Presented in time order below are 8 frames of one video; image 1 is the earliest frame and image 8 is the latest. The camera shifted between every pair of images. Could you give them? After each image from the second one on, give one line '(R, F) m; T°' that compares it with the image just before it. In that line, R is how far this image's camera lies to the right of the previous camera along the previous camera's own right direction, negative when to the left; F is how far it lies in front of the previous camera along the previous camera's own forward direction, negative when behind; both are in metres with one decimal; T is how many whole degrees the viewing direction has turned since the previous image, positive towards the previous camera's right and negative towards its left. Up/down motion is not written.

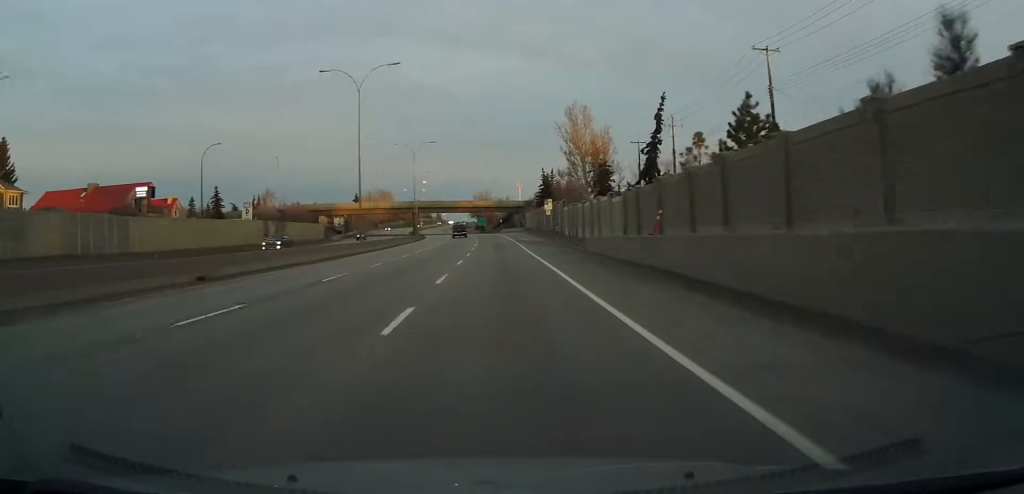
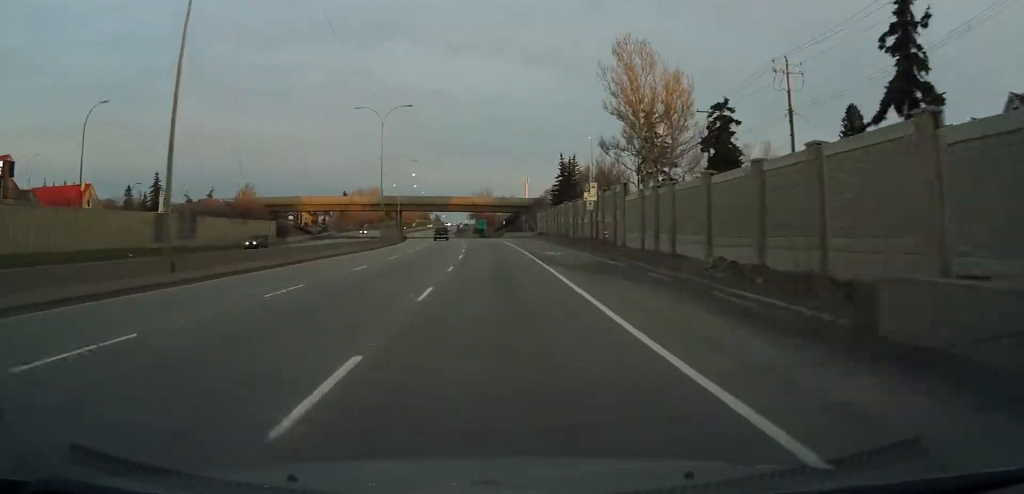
(0.0, +31.4) m; 0°
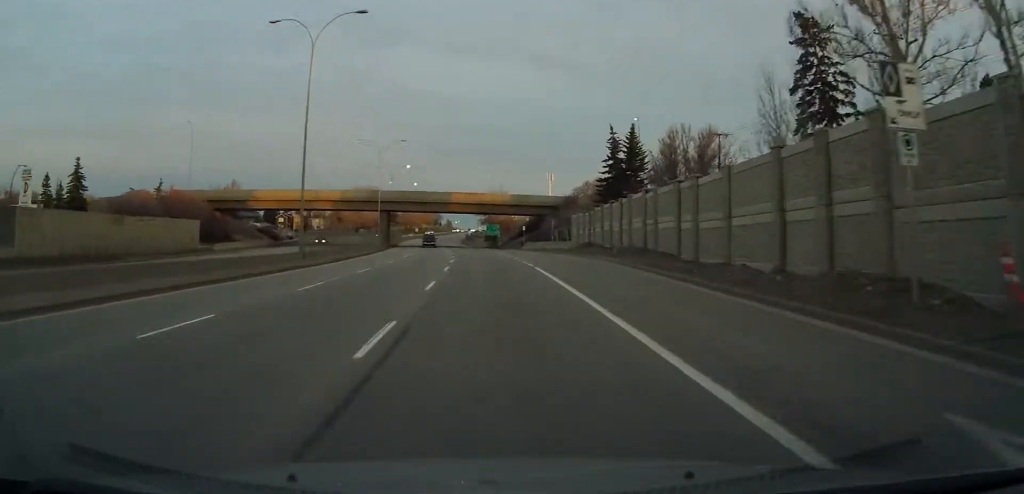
(+0.4, +32.5) m; 0°
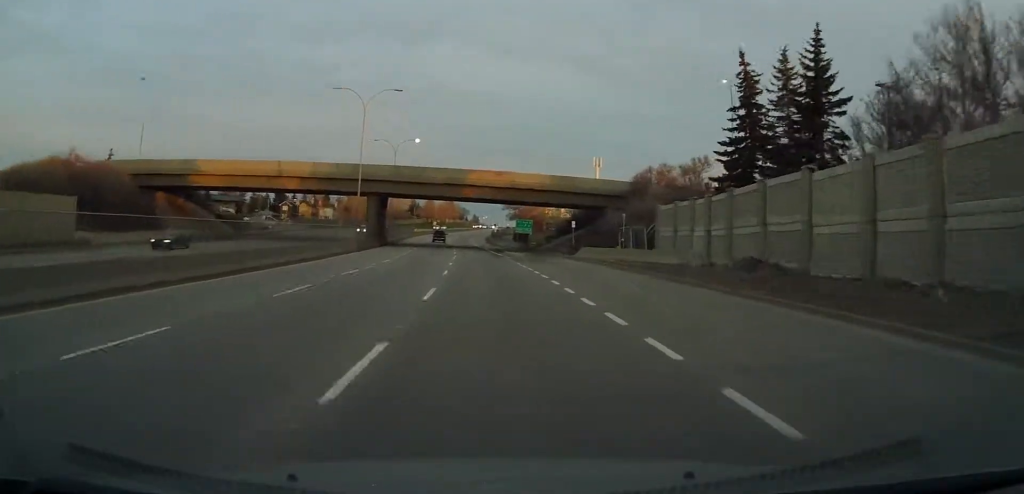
(-0.7, +29.5) m; -2°
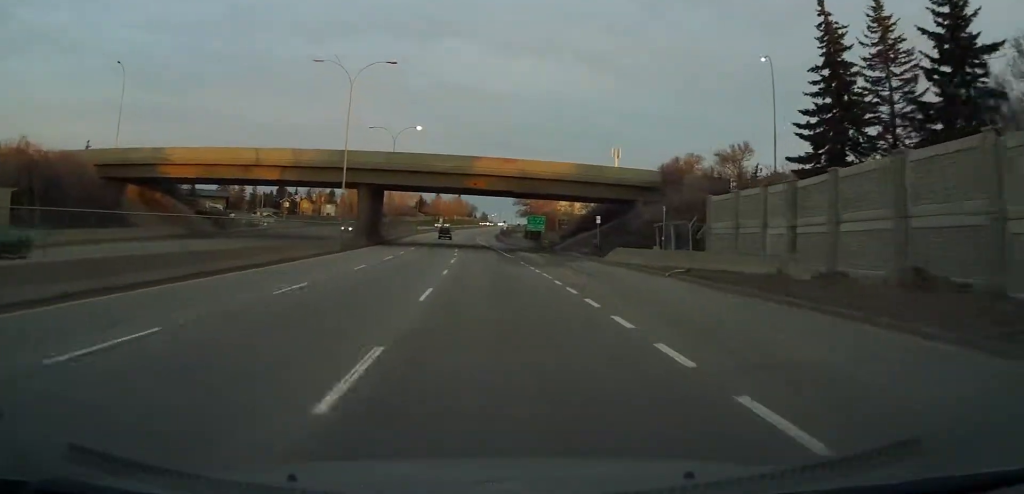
(-0.1, +9.6) m; -1°
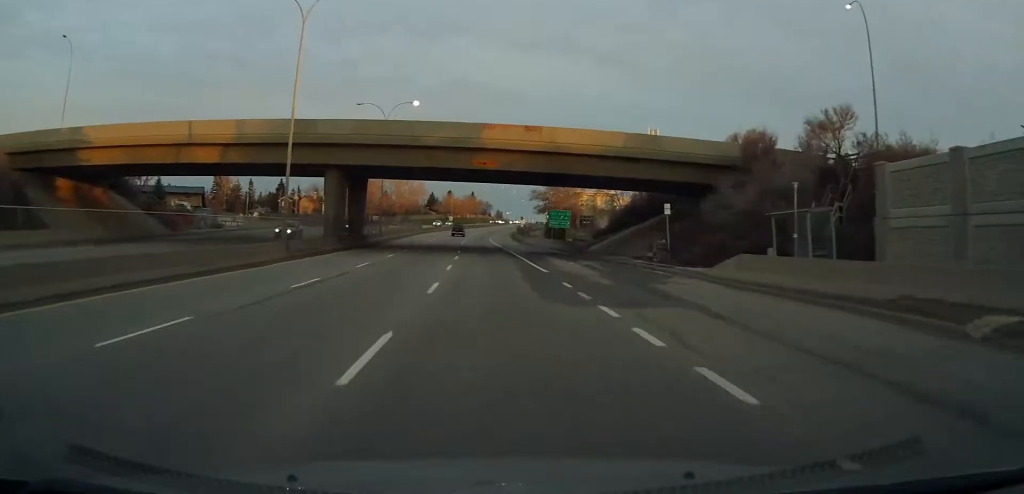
(-0.2, +16.9) m; -1°
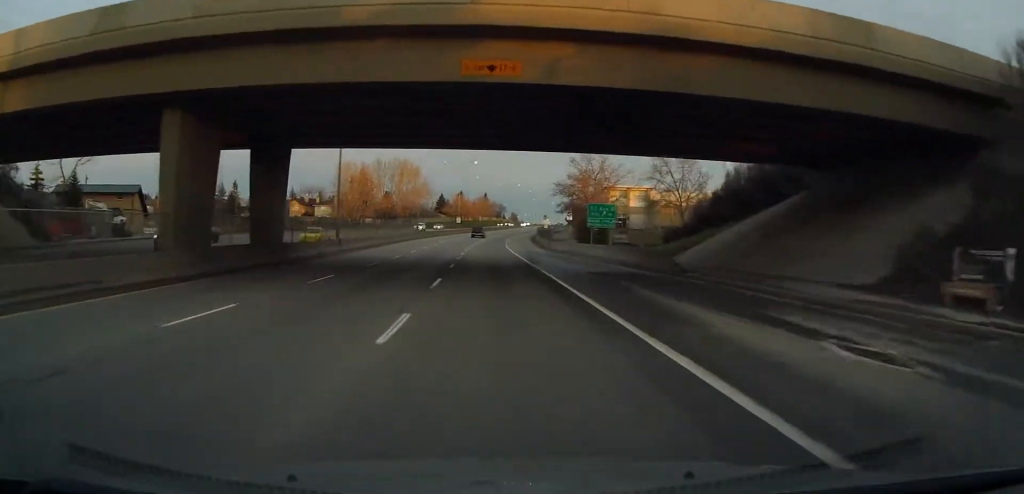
(-0.2, +24.7) m; -2°
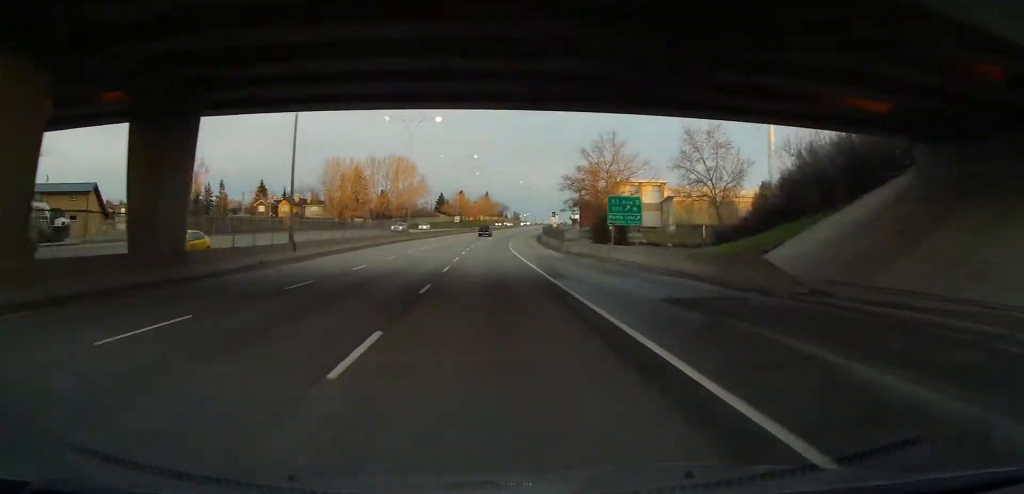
(0.0, +10.8) m; -1°
